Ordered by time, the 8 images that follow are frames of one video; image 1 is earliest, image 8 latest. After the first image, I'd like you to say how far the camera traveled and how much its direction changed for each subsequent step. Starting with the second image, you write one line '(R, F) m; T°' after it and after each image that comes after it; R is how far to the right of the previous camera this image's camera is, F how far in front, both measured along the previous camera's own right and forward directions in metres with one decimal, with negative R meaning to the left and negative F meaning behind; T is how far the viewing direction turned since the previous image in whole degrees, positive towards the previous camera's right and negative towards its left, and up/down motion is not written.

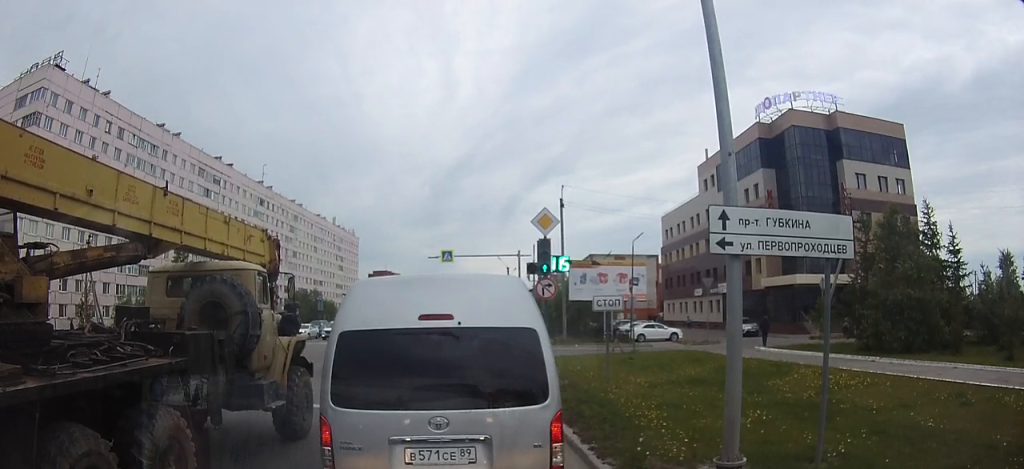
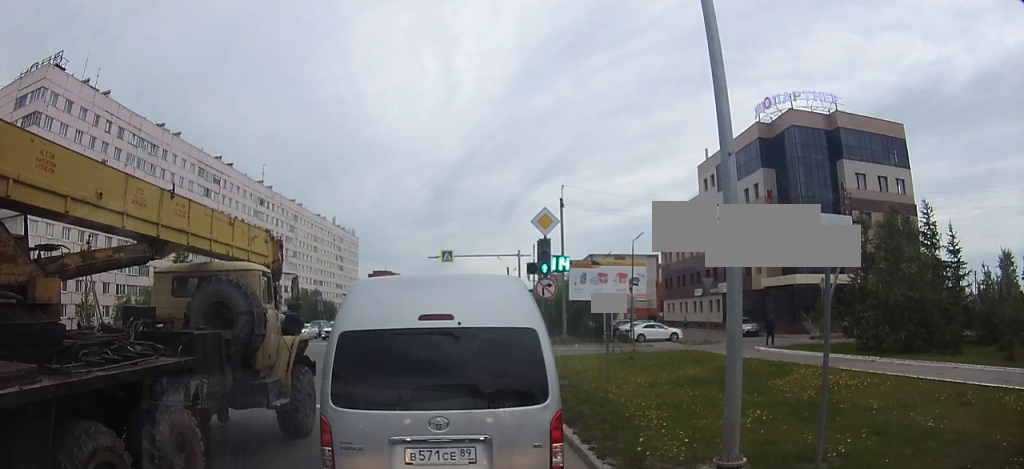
(0.0, 0.0) m; 0°
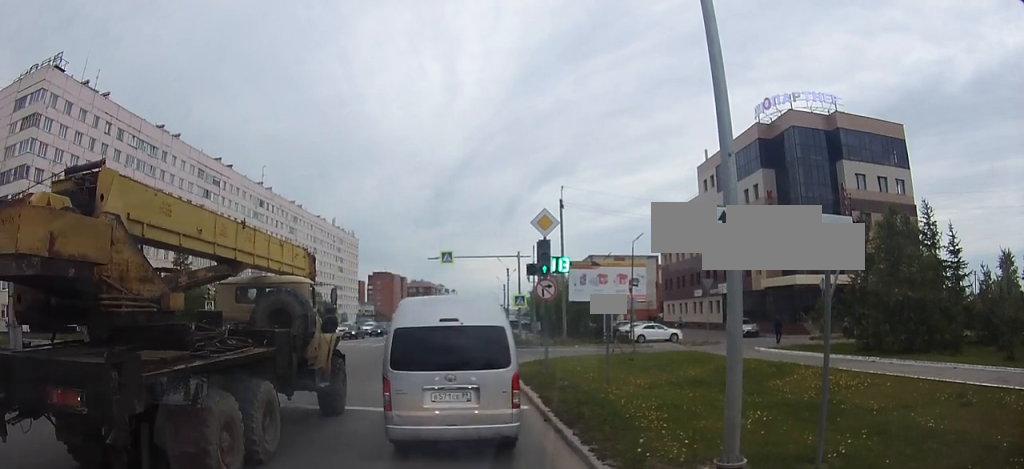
(+0.3, +0.4) m; 0°
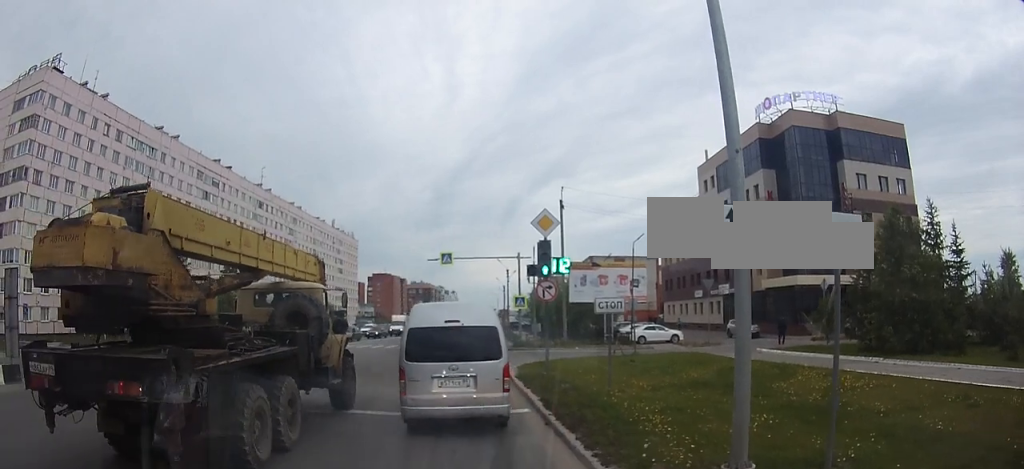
(+0.2, +0.2) m; 0°
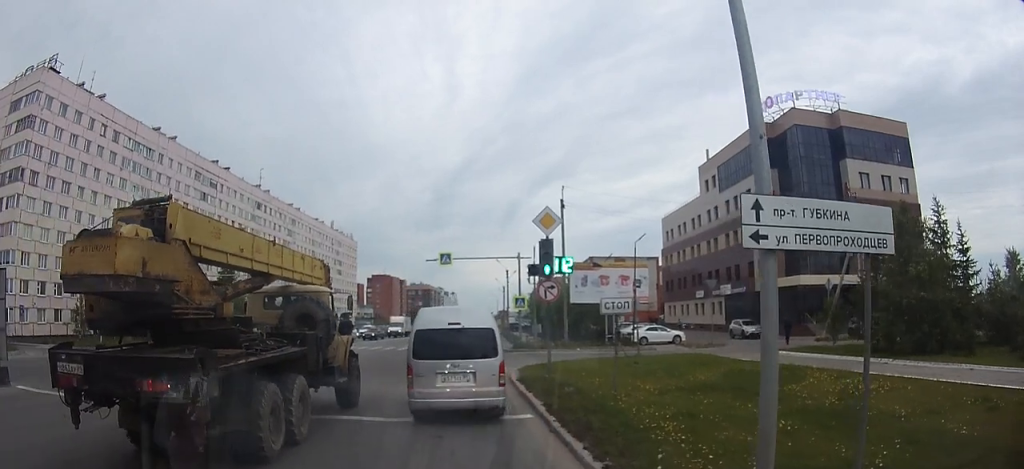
(0.0, +0.6) m; +2°
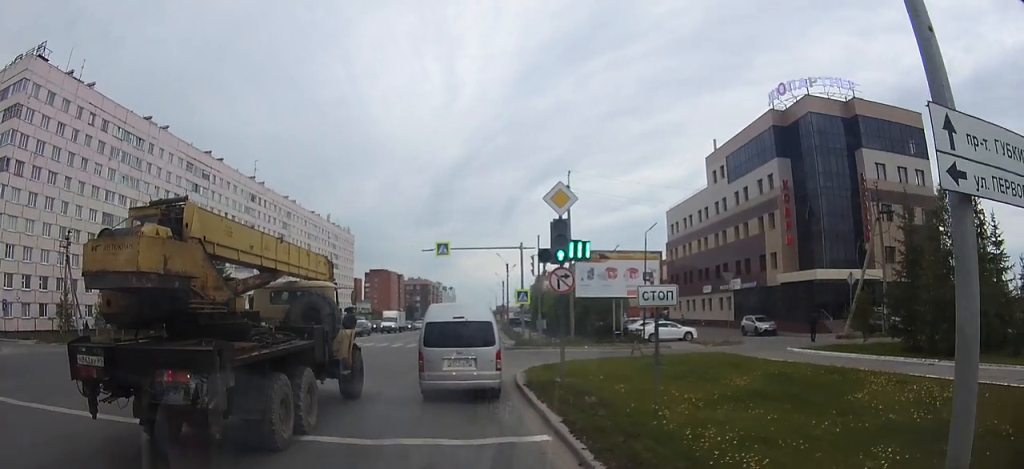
(+0.1, +2.0) m; +3°
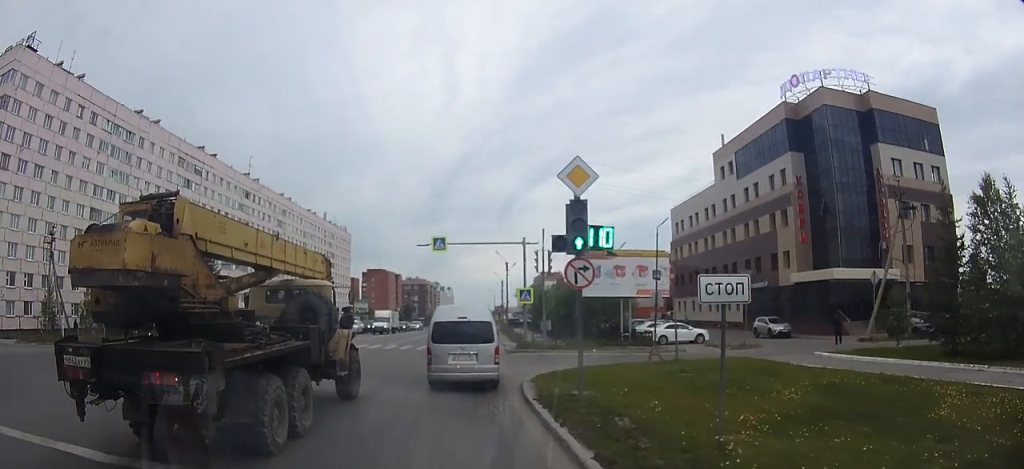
(0.0, +2.1) m; +1°
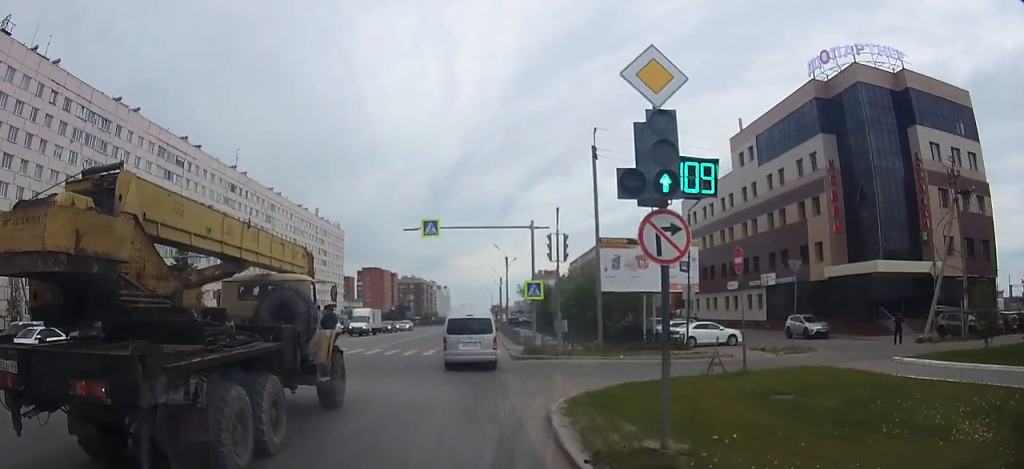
(+0.1, +6.1) m; +1°
